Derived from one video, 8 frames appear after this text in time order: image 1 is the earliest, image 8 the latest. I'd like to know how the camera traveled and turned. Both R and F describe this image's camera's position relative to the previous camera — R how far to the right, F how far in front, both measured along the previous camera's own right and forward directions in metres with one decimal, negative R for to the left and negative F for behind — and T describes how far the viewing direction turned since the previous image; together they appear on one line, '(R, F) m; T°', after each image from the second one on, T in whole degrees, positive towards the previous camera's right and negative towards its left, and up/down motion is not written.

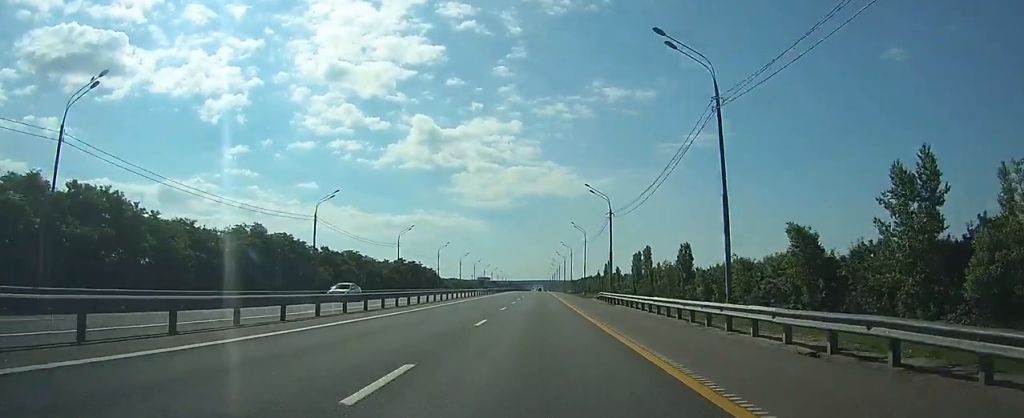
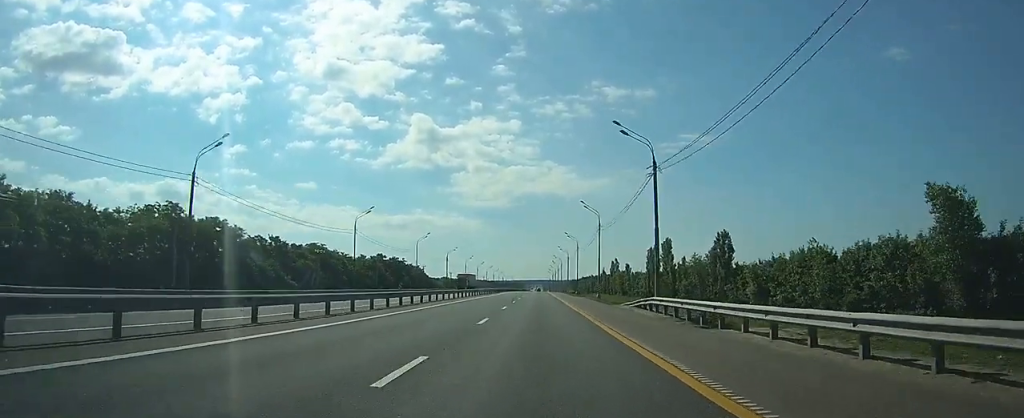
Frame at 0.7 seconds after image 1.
(0.0, +22.8) m; 0°
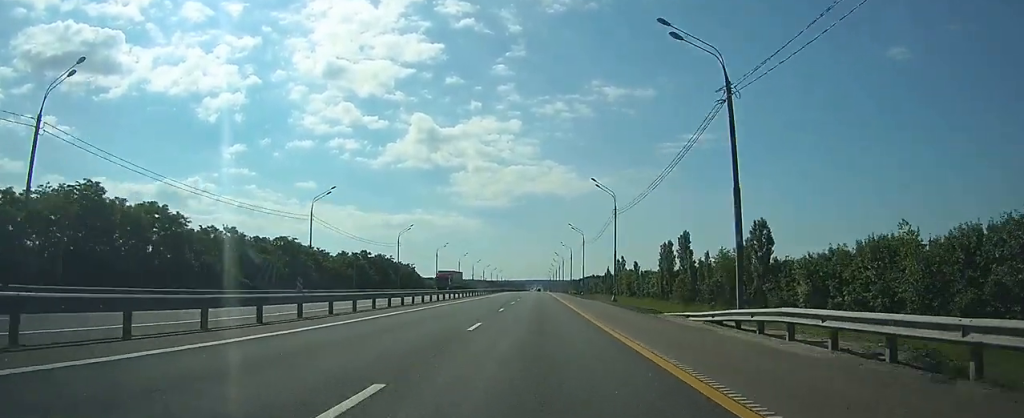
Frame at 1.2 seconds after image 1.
(0.0, +14.6) m; 0°
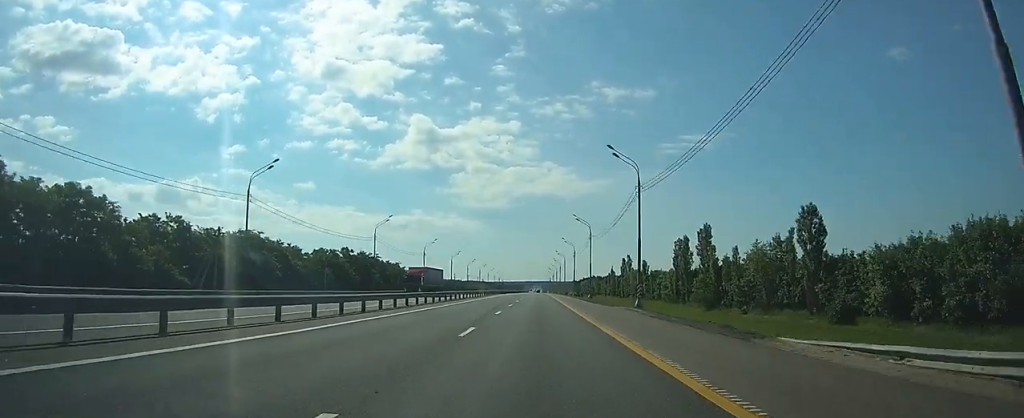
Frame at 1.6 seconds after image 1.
(0.0, +13.5) m; 0°
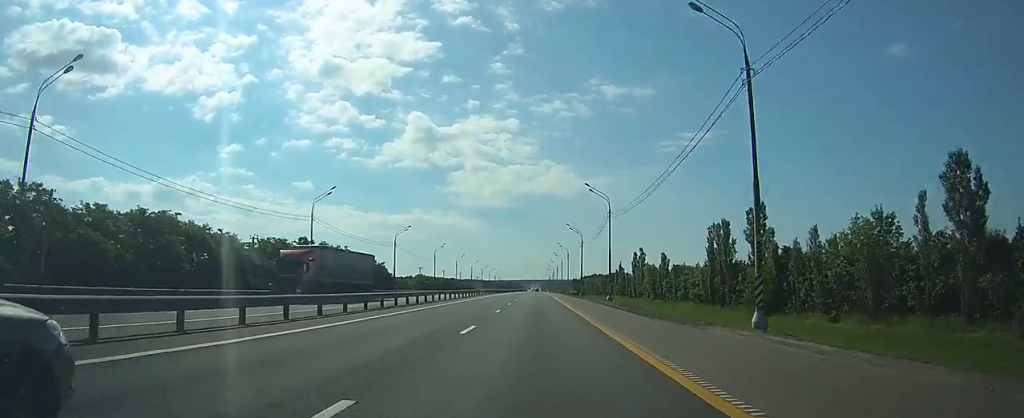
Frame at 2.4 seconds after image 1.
(0.0, +23.0) m; 0°
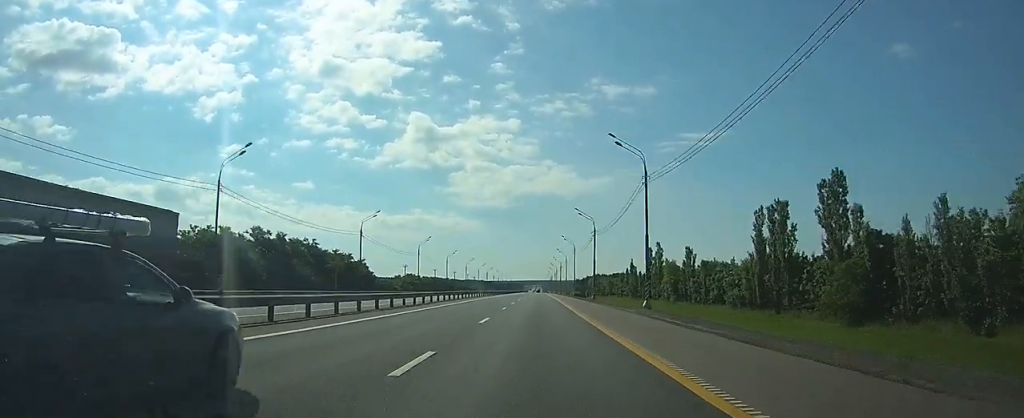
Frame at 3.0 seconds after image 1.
(0.0, +19.0) m; 0°
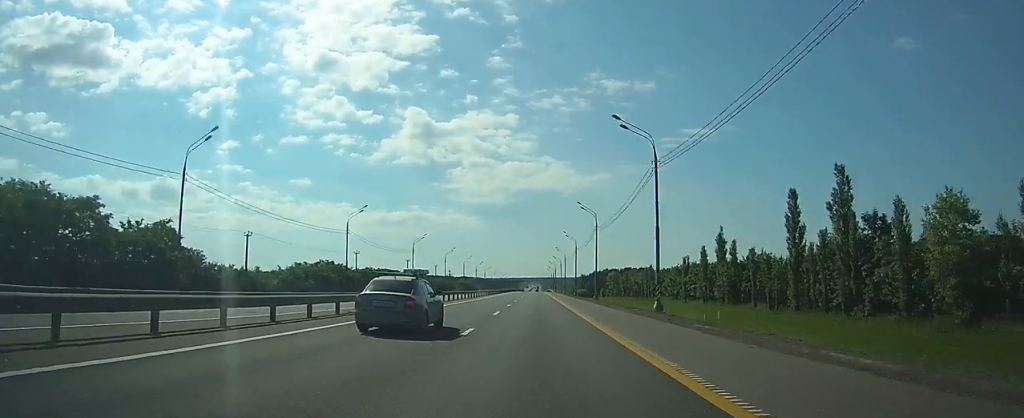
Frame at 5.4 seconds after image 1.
(+0.3, +77.0) m; 0°
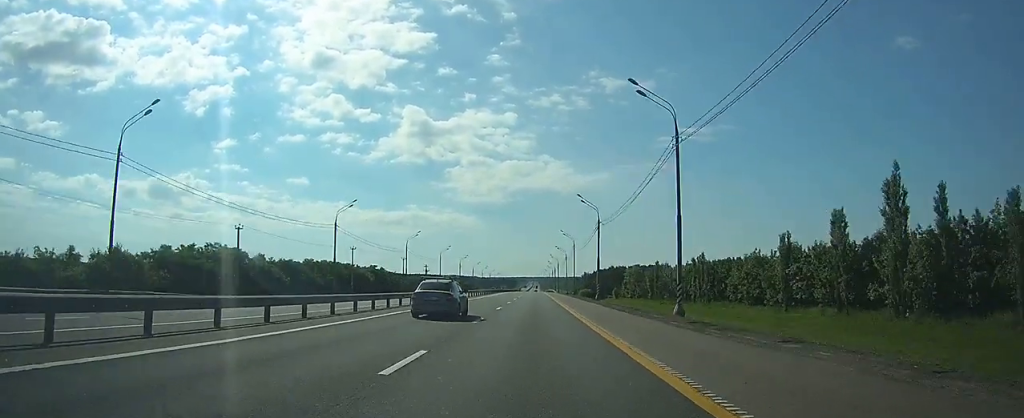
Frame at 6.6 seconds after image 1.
(0.0, +41.4) m; 0°
